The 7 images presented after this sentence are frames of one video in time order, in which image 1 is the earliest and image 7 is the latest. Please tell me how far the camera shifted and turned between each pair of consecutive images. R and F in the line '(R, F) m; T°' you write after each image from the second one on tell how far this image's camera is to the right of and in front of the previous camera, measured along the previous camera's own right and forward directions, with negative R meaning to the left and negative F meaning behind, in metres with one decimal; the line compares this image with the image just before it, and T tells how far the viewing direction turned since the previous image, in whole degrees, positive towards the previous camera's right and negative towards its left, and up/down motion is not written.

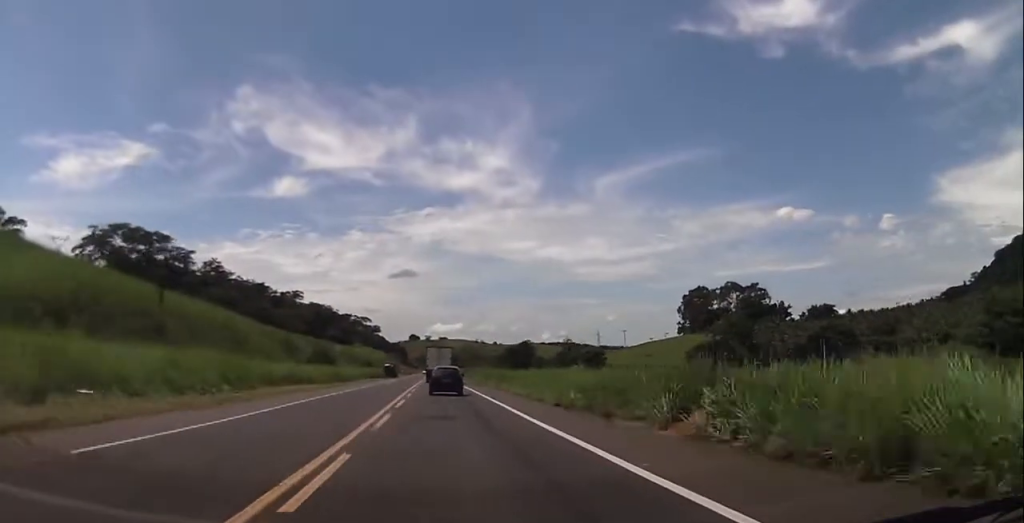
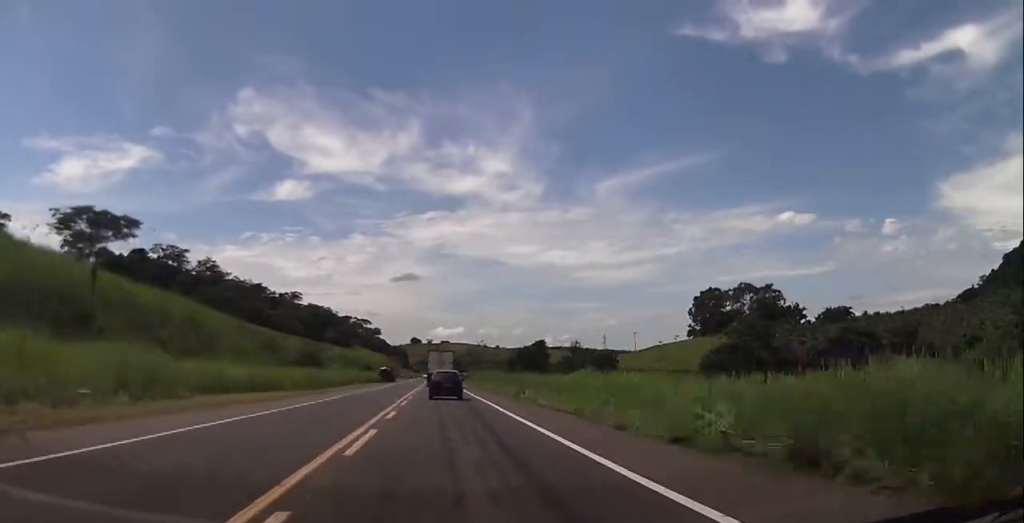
(-0.1, +13.1) m; 0°
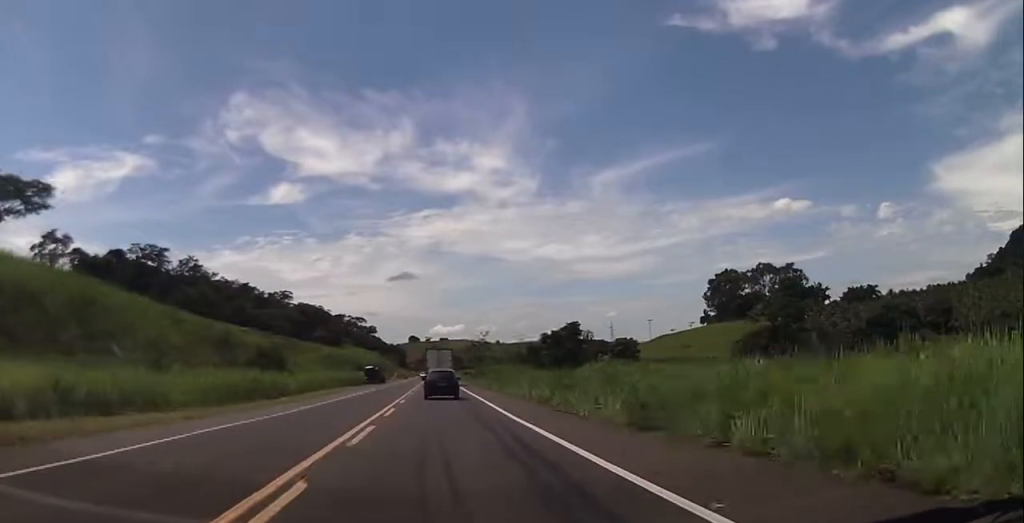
(-0.2, +23.8) m; -1°
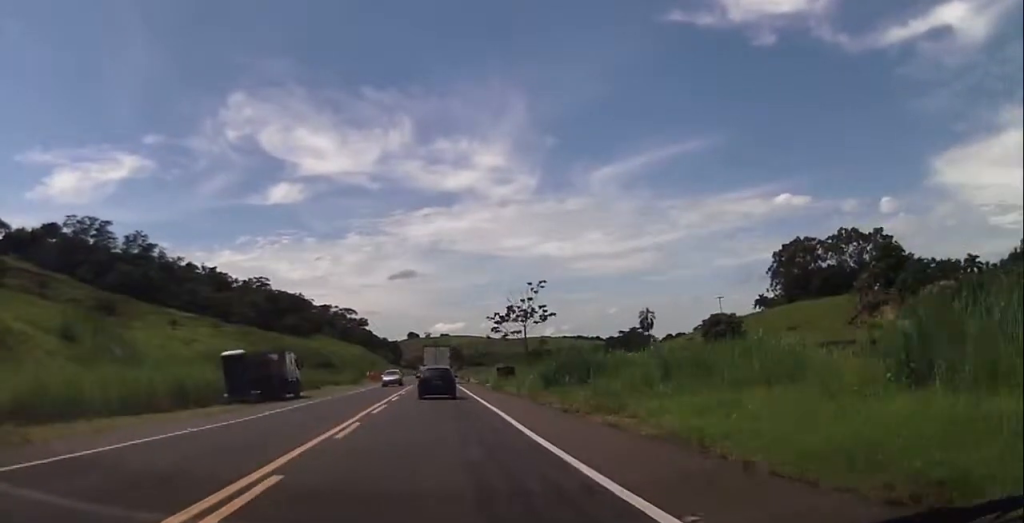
(-0.5, +70.5) m; -1°
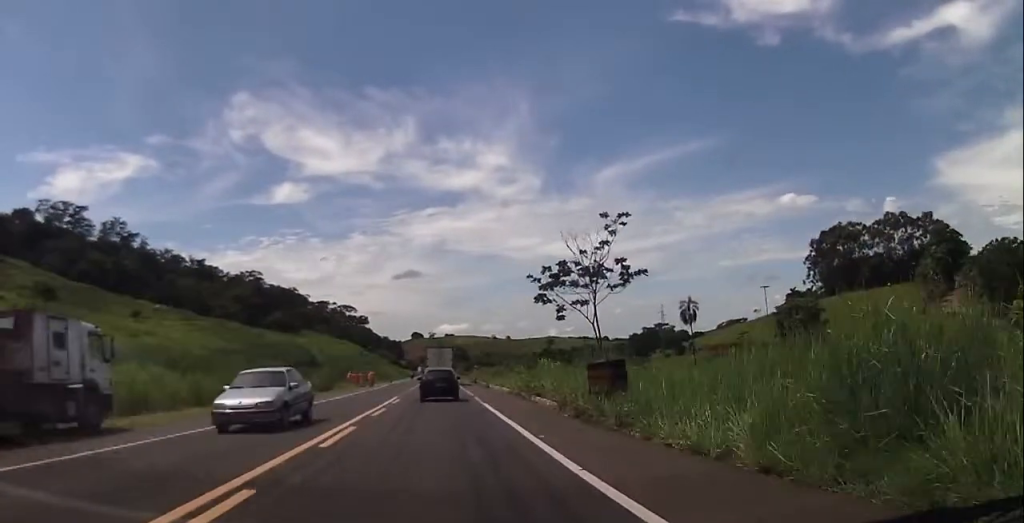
(0.0, +25.2) m; 0°
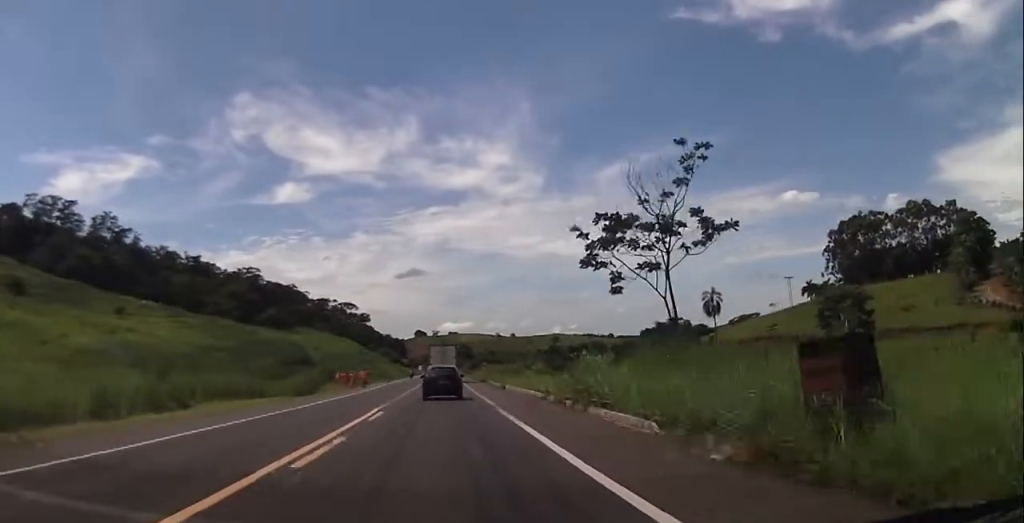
(0.0, +9.9) m; 0°
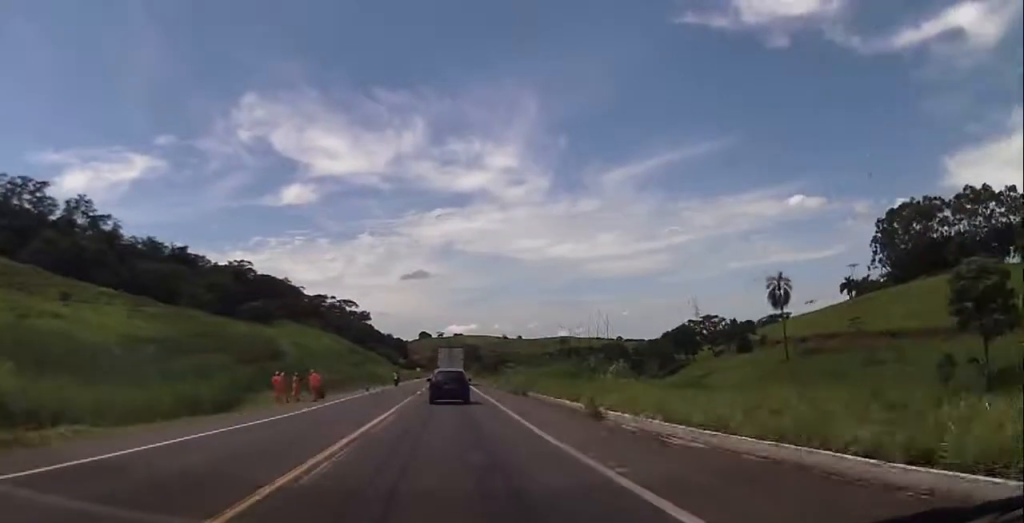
(0.0, +23.8) m; 0°
